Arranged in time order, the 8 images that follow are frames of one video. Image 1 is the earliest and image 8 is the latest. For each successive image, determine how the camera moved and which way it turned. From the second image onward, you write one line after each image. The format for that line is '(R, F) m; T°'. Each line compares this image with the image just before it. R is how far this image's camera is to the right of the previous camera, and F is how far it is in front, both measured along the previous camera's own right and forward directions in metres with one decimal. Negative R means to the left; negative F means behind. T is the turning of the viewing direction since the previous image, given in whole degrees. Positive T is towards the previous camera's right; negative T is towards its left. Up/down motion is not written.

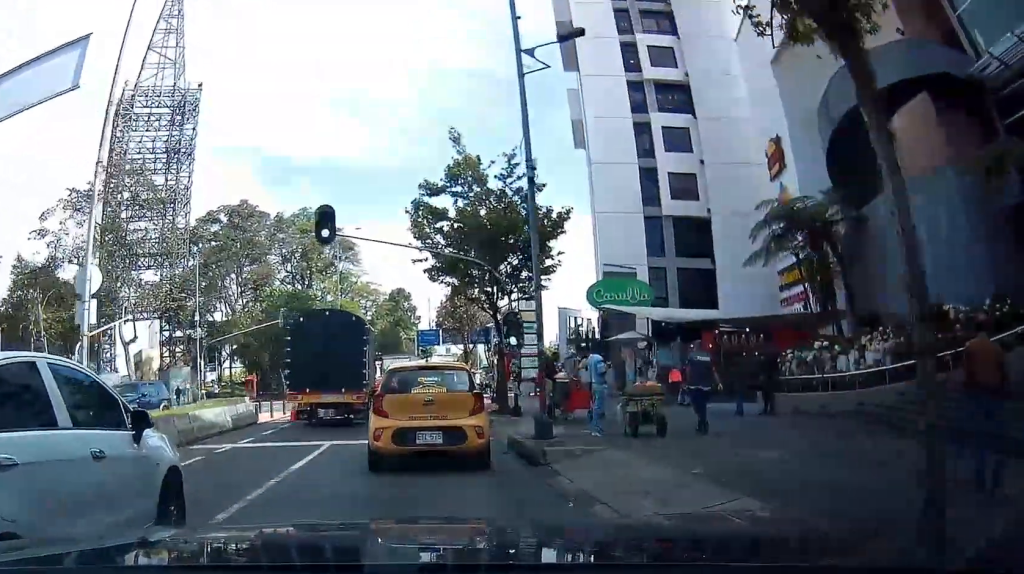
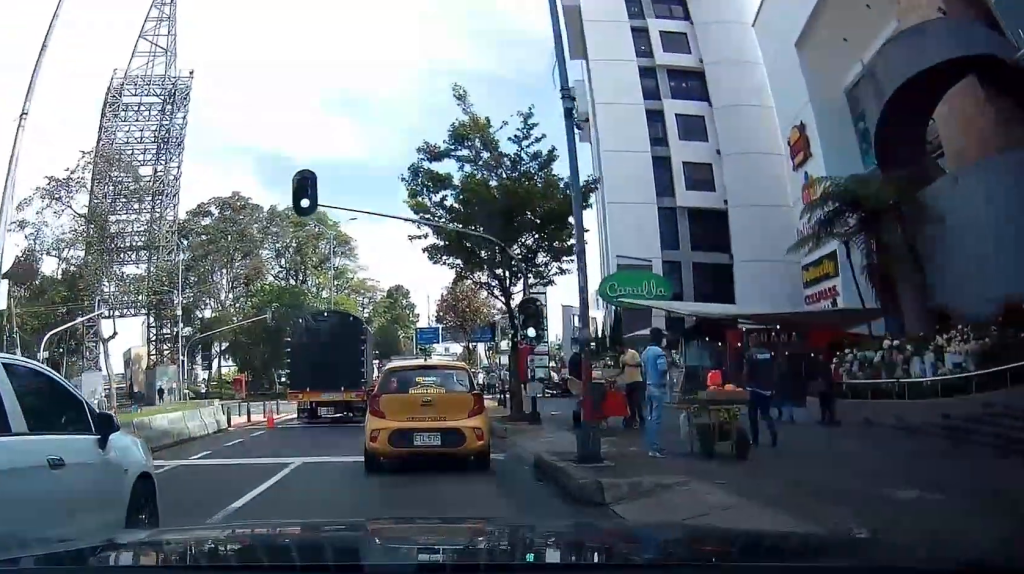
(-0.1, +2.8) m; -1°
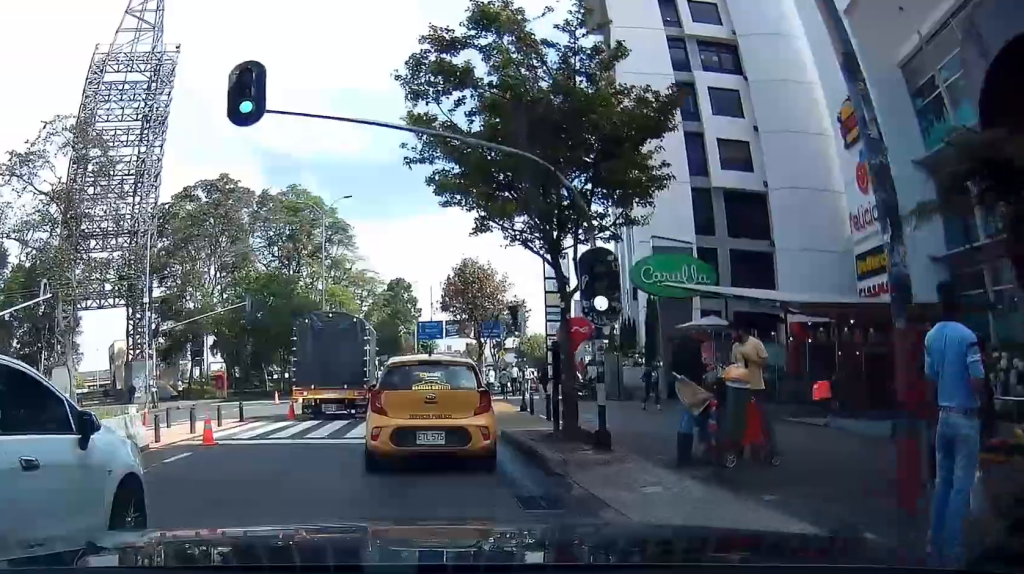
(+0.2, +5.3) m; 0°
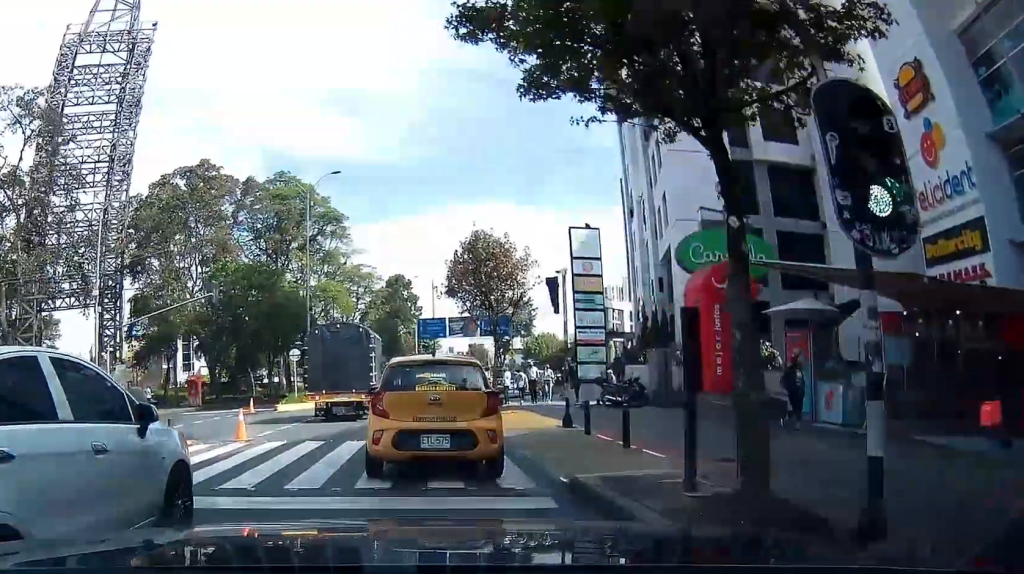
(-0.1, +6.3) m; -2°
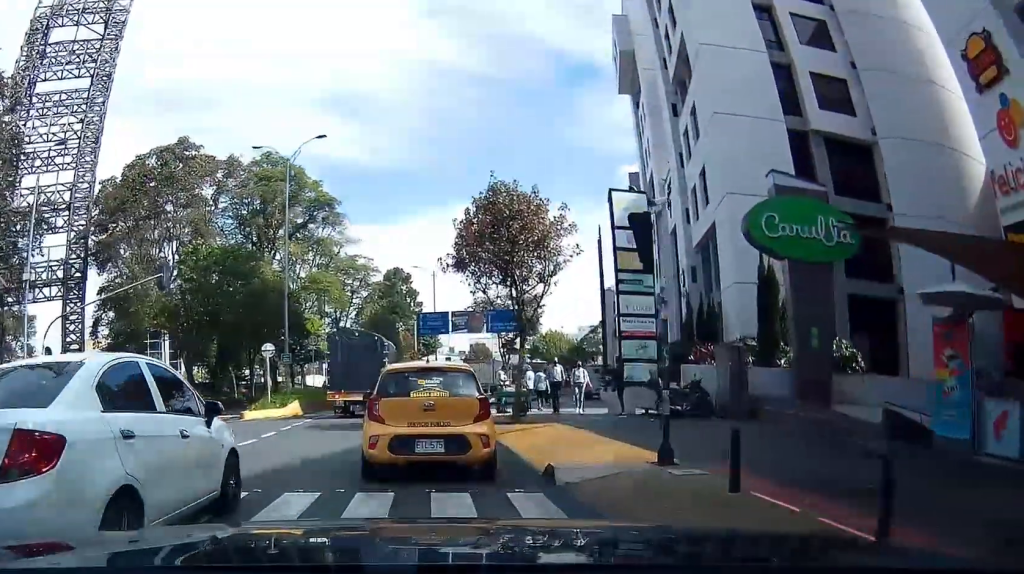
(-0.3, +6.3) m; -5°
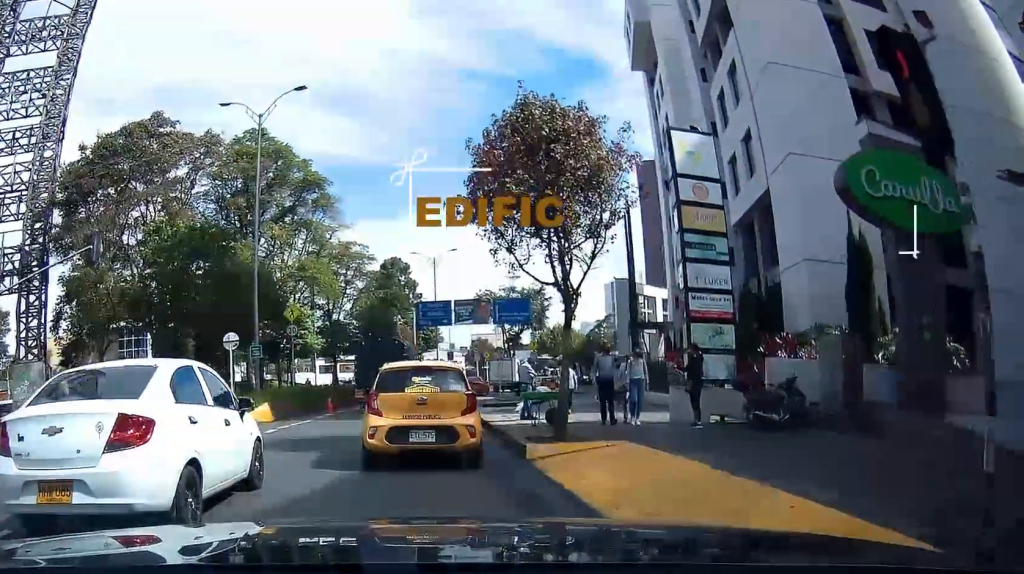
(-0.1, +5.6) m; +4°
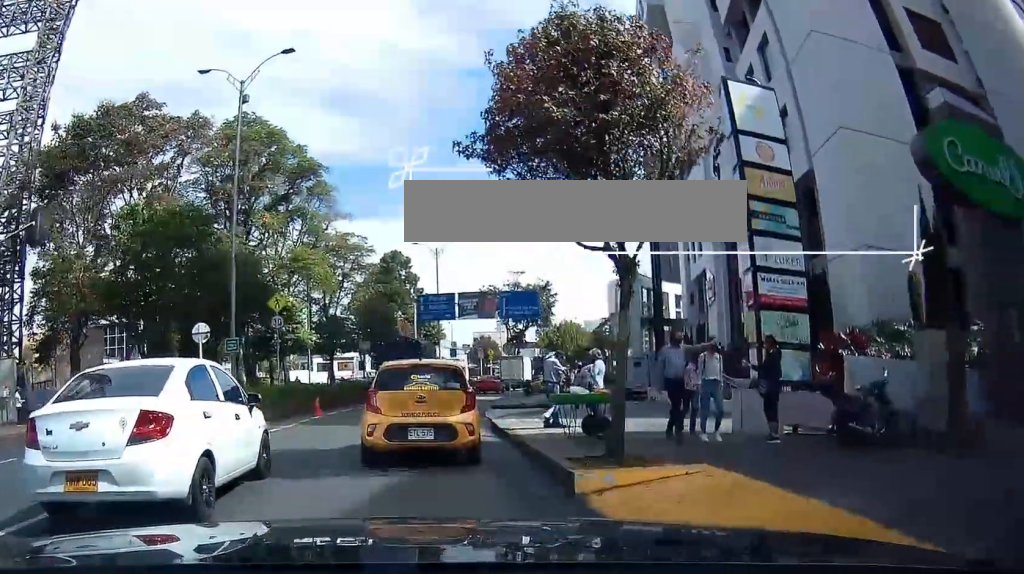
(+0.1, +3.1) m; +1°
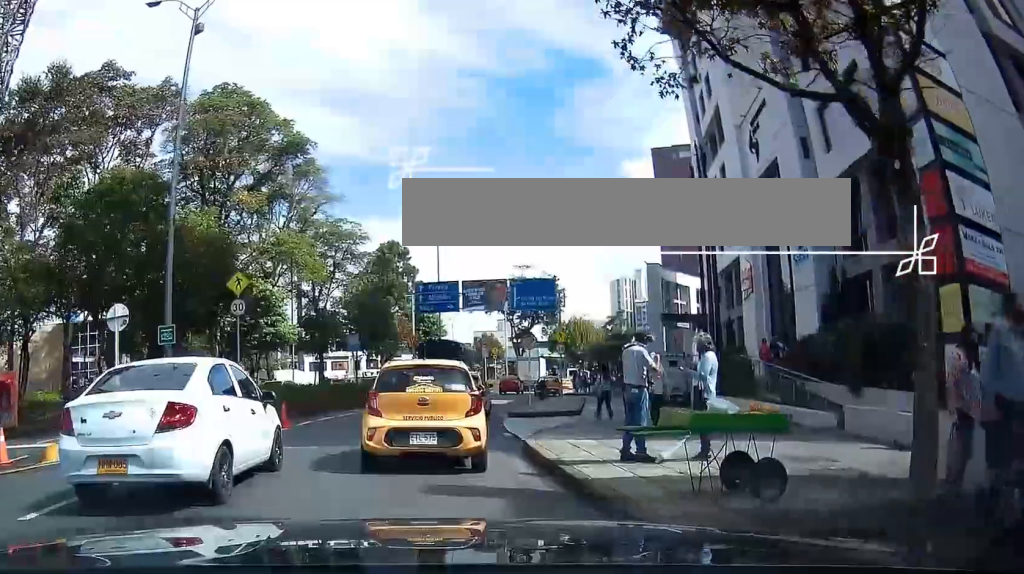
(0.0, +5.2) m; -2°
